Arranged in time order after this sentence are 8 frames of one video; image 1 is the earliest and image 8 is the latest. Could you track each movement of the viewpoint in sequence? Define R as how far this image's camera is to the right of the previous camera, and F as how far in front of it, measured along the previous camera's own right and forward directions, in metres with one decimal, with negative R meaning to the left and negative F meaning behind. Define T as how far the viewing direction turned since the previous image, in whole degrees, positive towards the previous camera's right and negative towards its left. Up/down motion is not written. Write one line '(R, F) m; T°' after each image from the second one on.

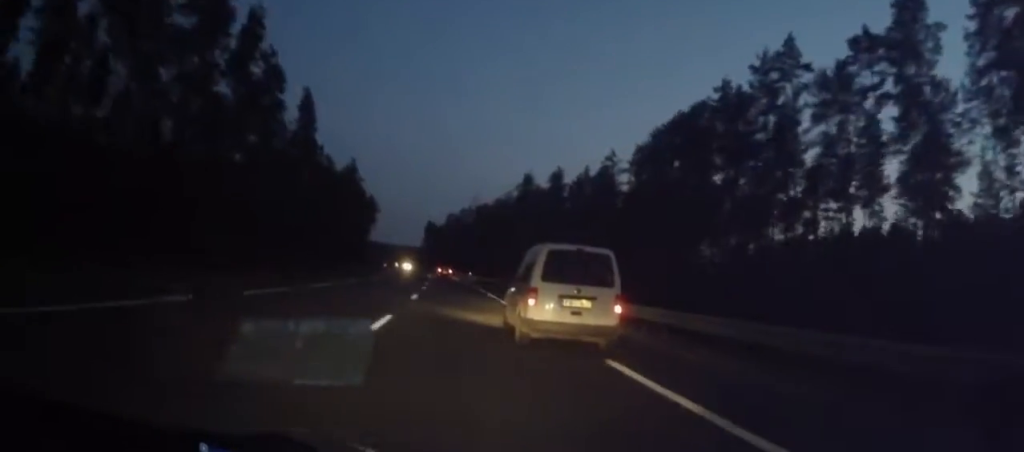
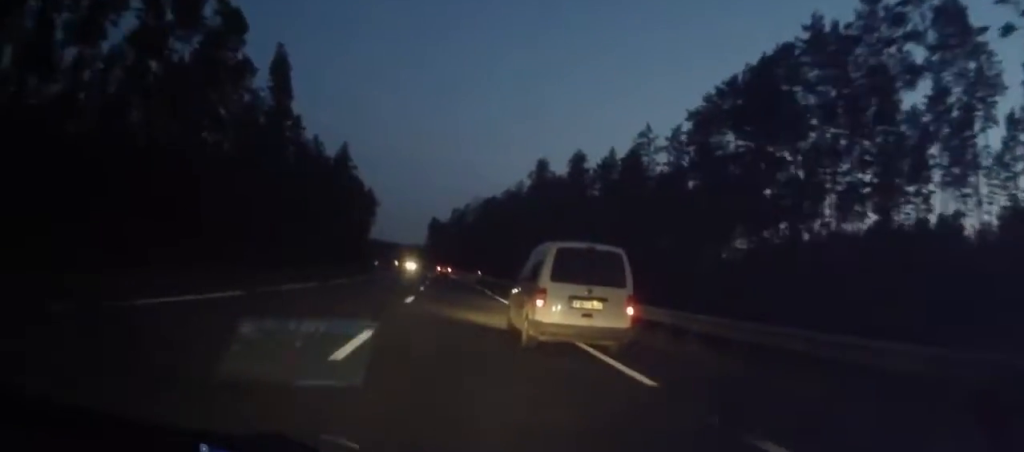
(-0.2, +15.8) m; 0°
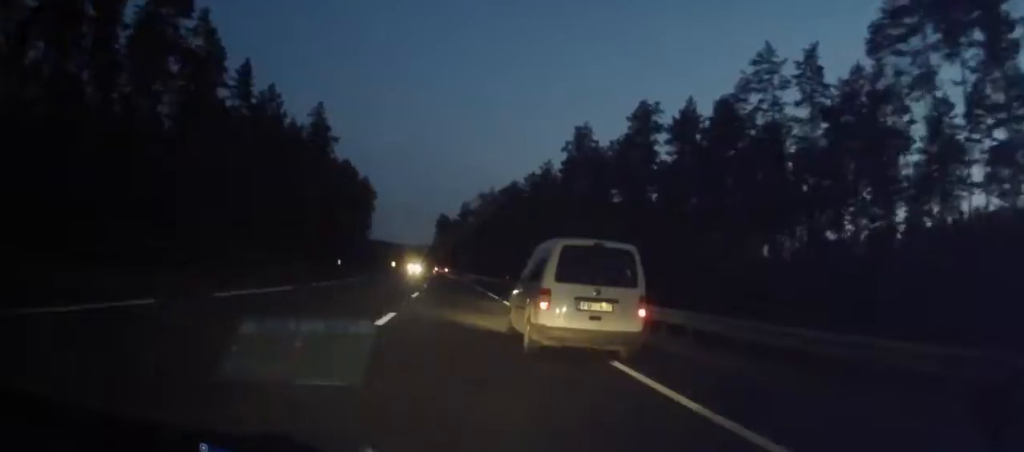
(-0.1, +31.7) m; -1°
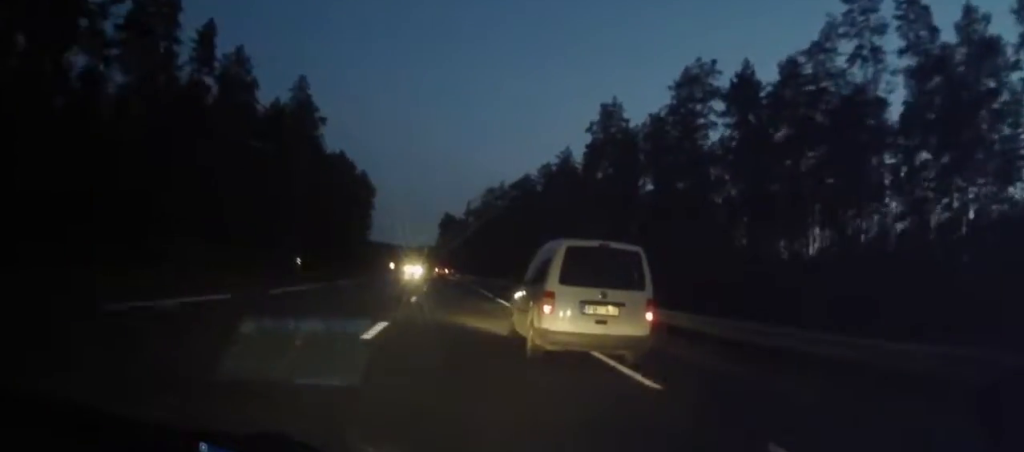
(-0.1, +14.3) m; -1°
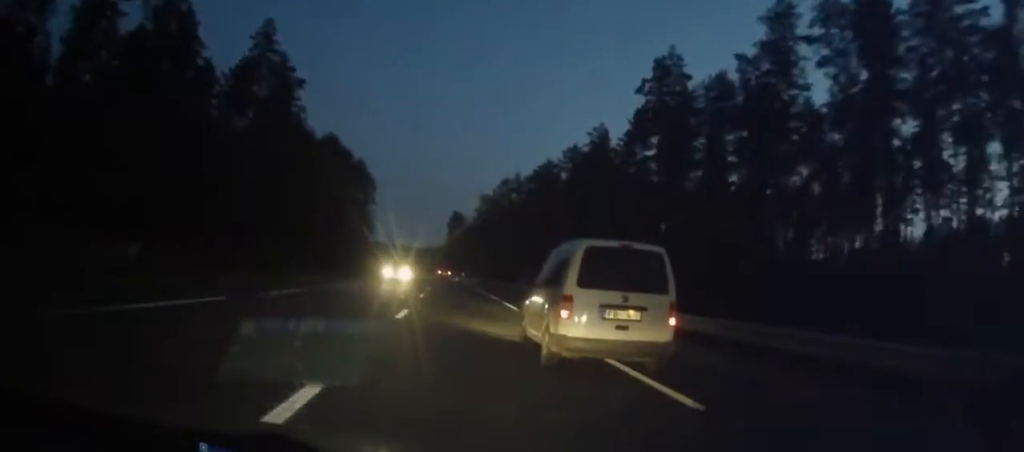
(-0.2, +19.3) m; -1°
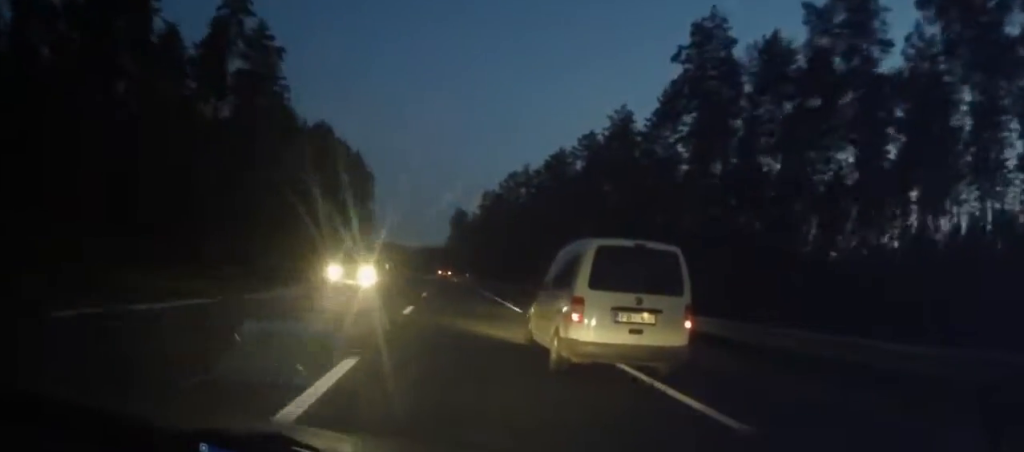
(0.0, +10.1) m; 0°
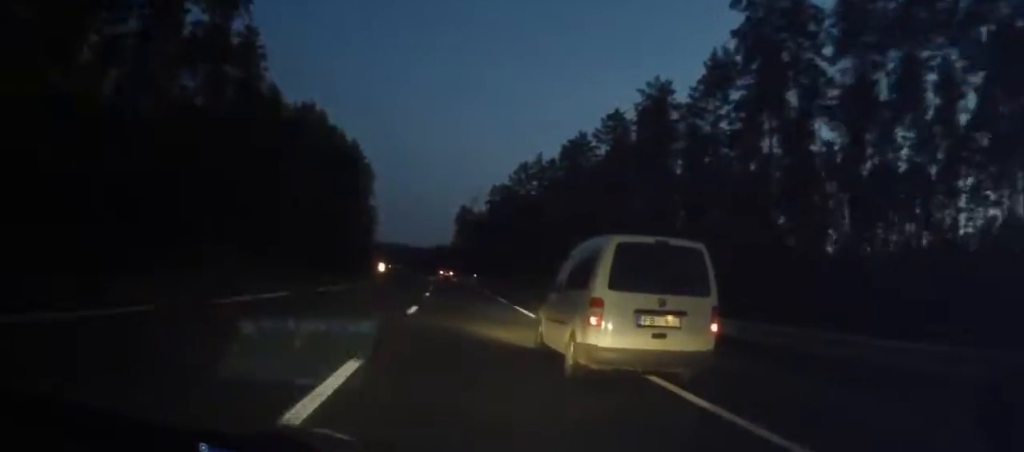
(0.0, +11.7) m; 0°
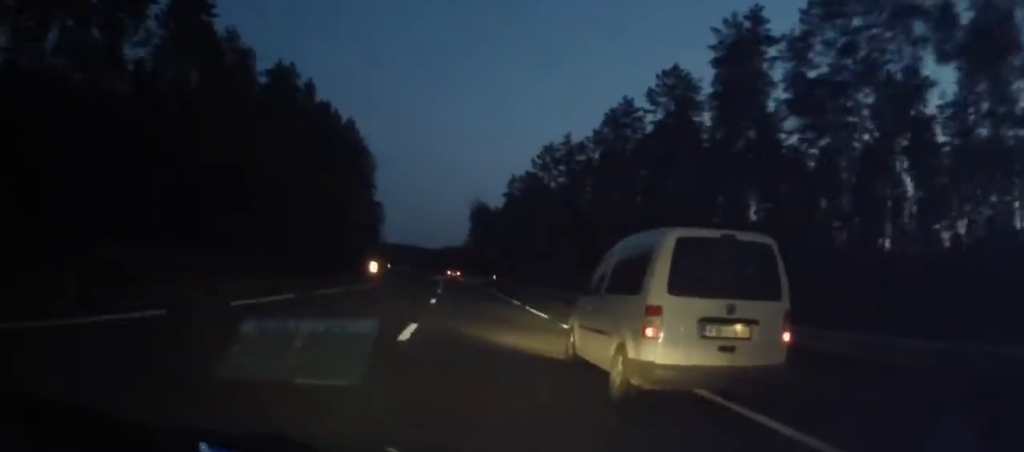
(0.0, +17.5) m; -1°
